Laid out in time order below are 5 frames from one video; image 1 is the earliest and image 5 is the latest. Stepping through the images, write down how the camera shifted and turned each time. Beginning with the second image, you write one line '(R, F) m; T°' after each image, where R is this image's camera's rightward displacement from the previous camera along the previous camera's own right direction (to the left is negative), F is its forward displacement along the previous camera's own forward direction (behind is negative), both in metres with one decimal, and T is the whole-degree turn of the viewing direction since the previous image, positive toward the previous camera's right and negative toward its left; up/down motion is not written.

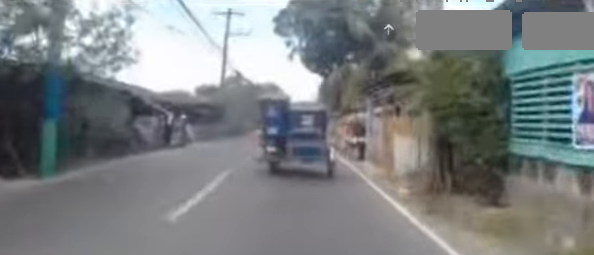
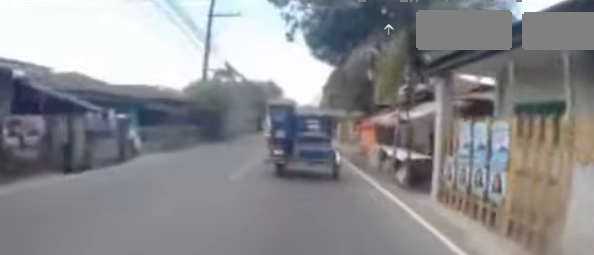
(+0.2, +5.8) m; 0°
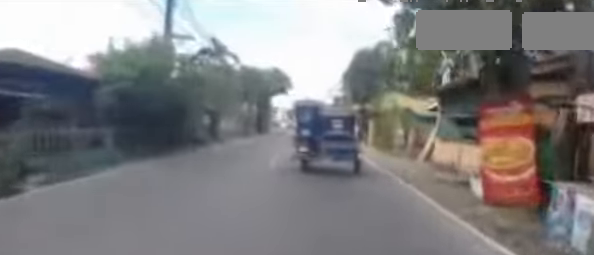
(-0.3, +9.0) m; -3°
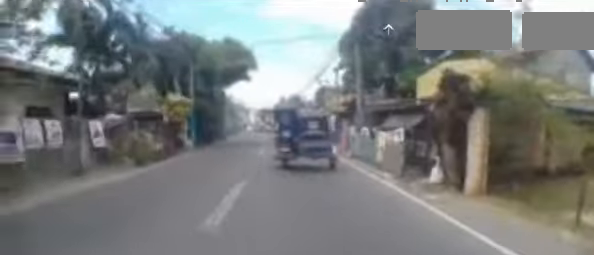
(0.0, +12.3) m; 0°
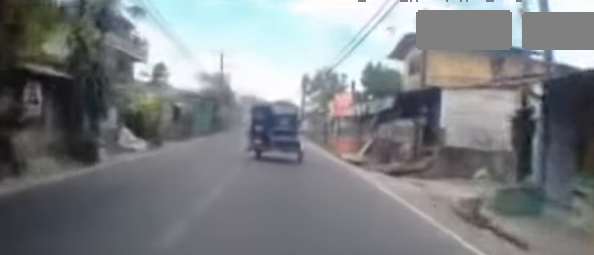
(-0.3, +19.0) m; +4°
